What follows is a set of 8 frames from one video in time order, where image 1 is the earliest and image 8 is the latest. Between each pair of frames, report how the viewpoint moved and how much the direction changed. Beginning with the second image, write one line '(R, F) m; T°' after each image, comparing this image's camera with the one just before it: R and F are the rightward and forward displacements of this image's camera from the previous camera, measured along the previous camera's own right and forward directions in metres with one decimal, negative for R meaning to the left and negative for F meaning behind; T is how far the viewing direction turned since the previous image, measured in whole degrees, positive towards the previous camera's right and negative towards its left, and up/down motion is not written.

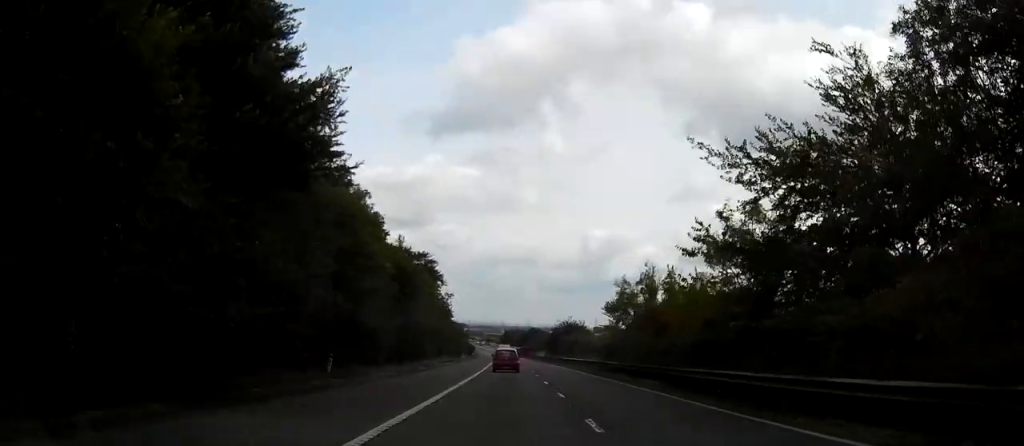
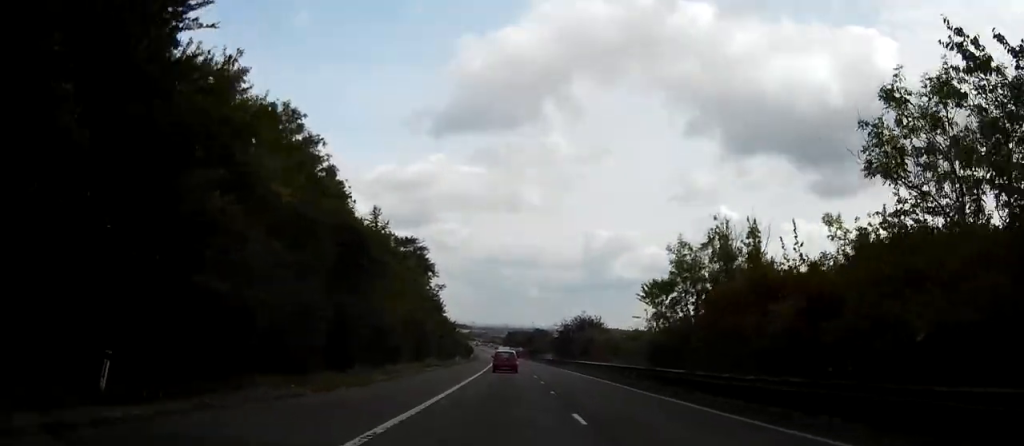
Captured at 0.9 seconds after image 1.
(+0.1, +16.0) m; 0°
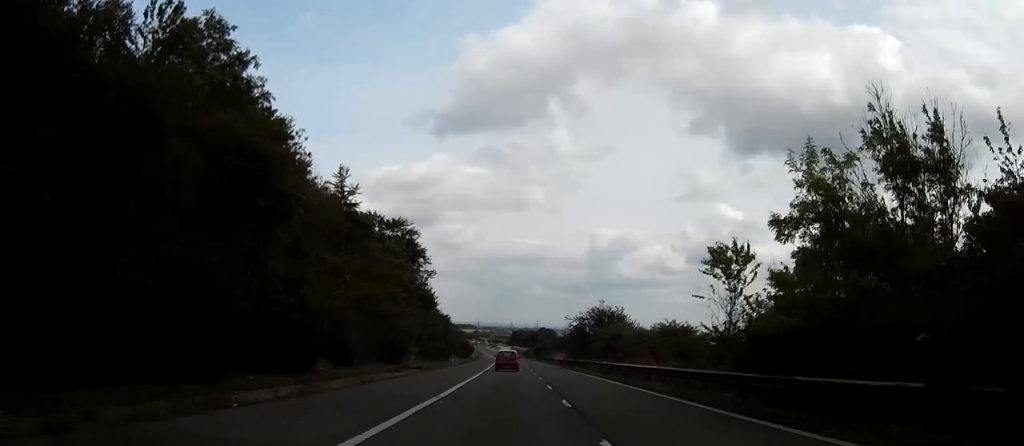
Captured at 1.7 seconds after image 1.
(0.0, +14.3) m; 0°
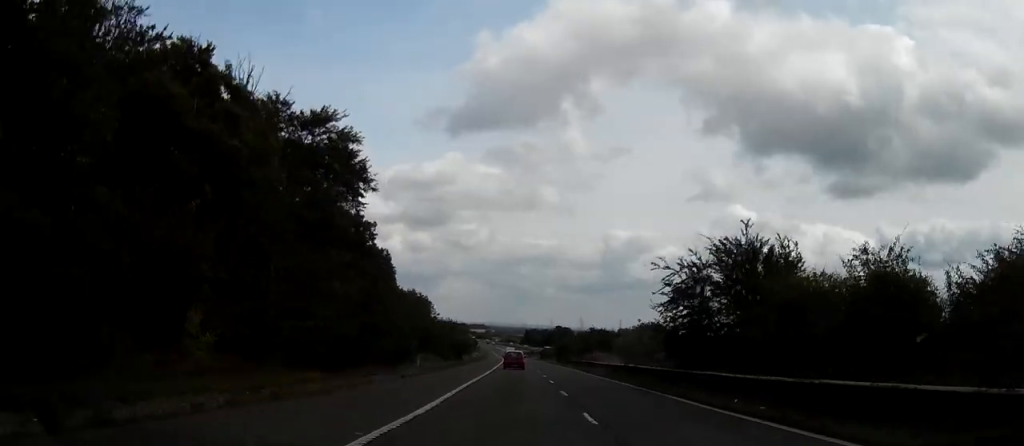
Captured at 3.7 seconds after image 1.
(+0.2, +40.1) m; 0°
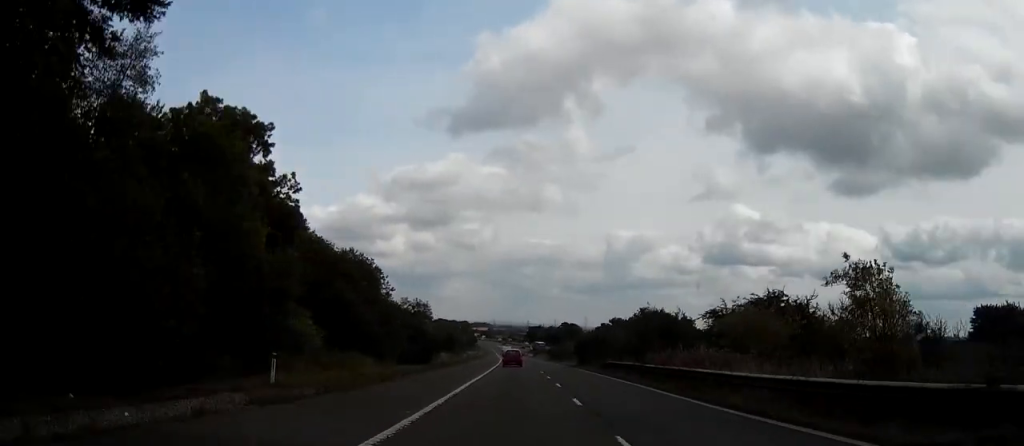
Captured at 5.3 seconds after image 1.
(-0.5, +31.2) m; -1°
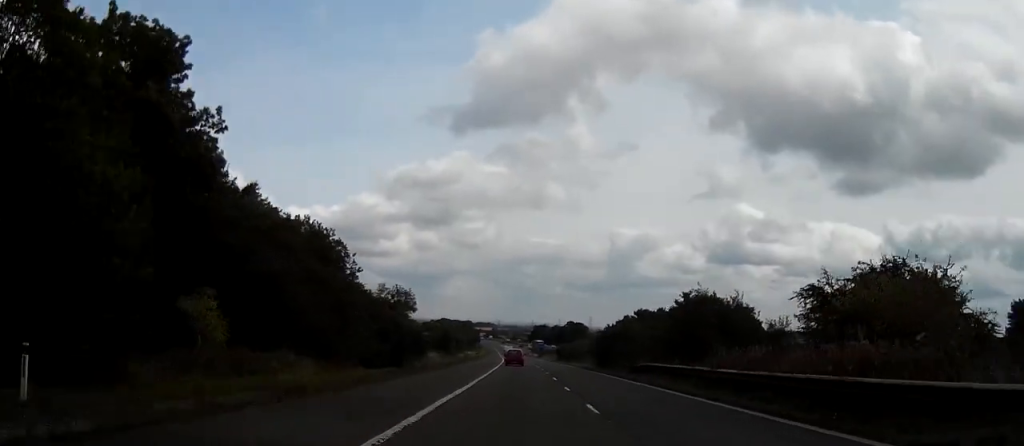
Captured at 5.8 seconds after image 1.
(-0.1, +11.9) m; 0°
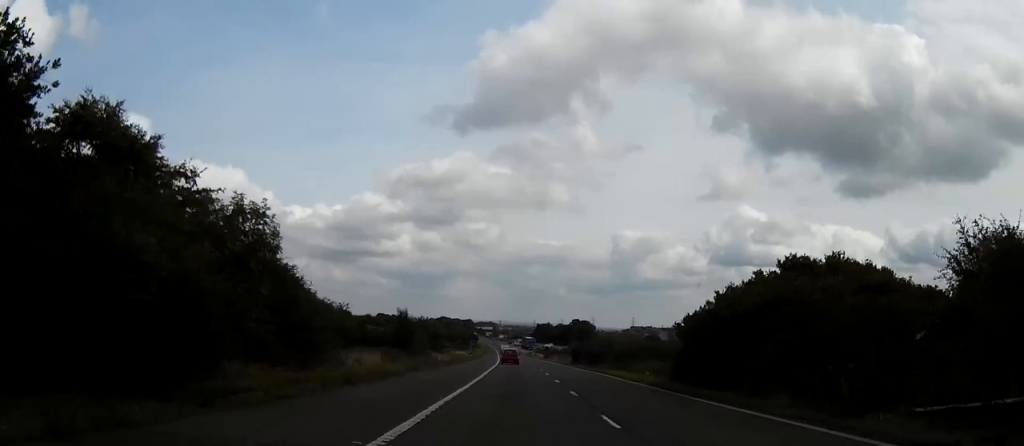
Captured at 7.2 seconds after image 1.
(0.0, +29.7) m; 0°
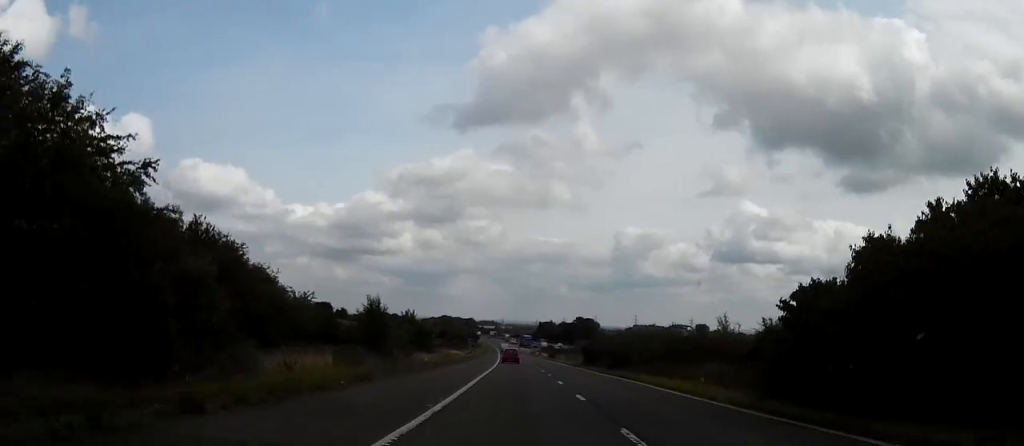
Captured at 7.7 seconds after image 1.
(+0.1, +11.0) m; 0°
